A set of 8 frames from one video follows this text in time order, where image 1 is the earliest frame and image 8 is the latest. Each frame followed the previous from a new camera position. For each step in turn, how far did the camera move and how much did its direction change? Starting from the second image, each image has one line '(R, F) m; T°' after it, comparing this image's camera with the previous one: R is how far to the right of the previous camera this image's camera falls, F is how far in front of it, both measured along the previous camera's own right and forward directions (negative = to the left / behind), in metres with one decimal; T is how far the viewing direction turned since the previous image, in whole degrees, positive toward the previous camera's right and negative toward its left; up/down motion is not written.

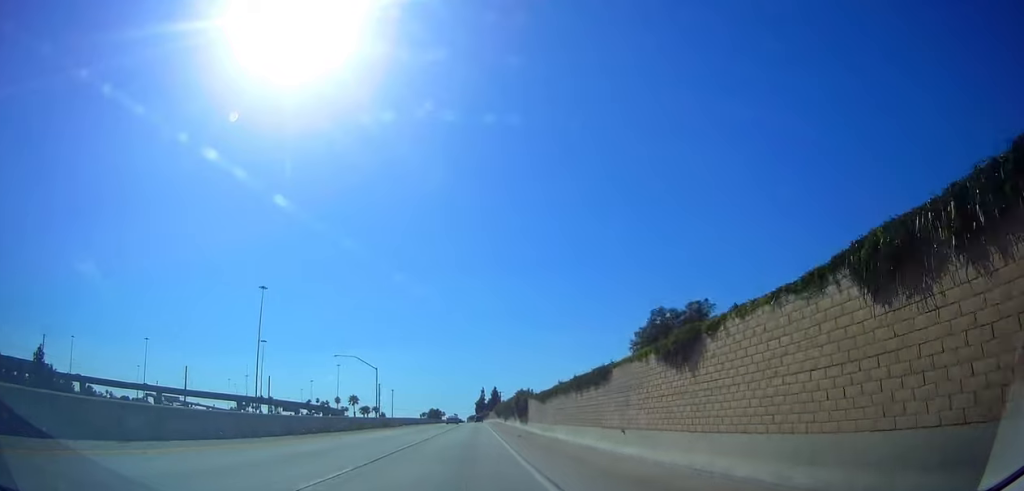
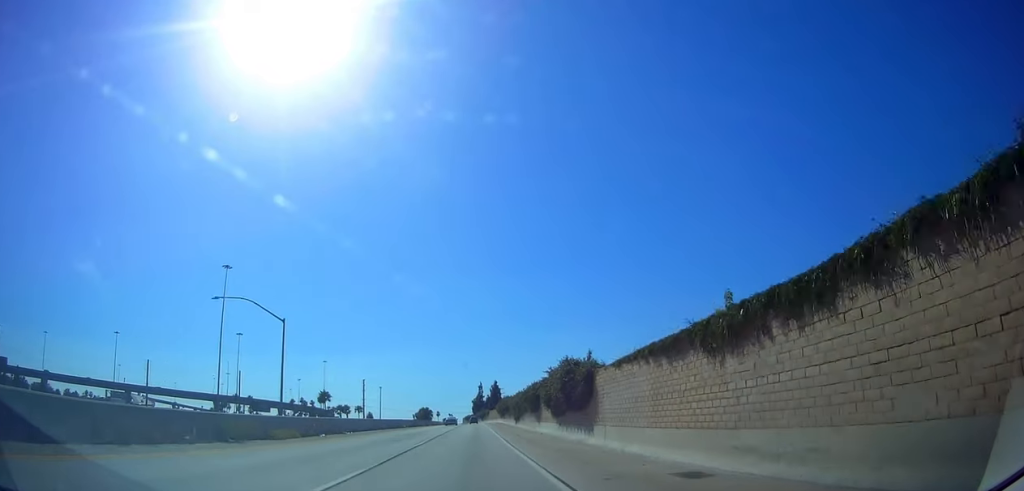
(+0.3, +29.6) m; +2°
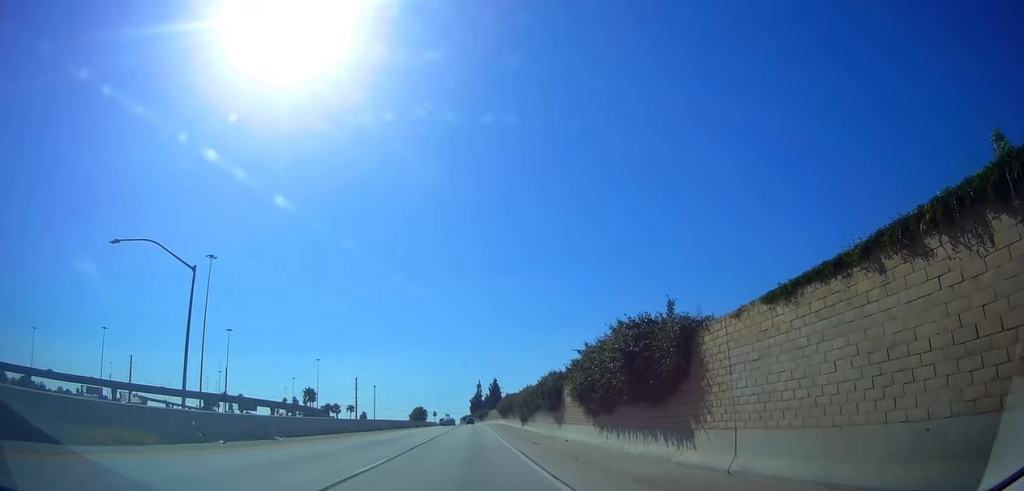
(+0.1, +11.0) m; 0°
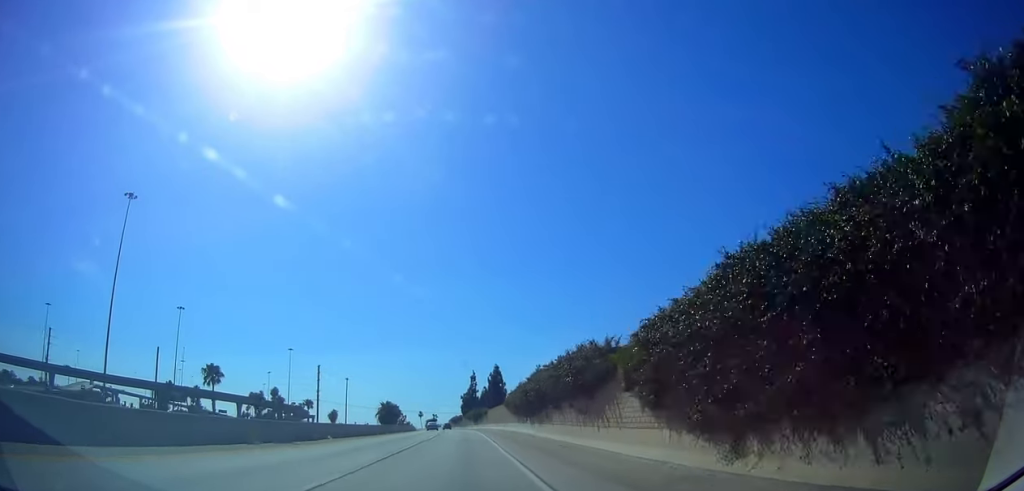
(-0.1, +45.6) m; 0°
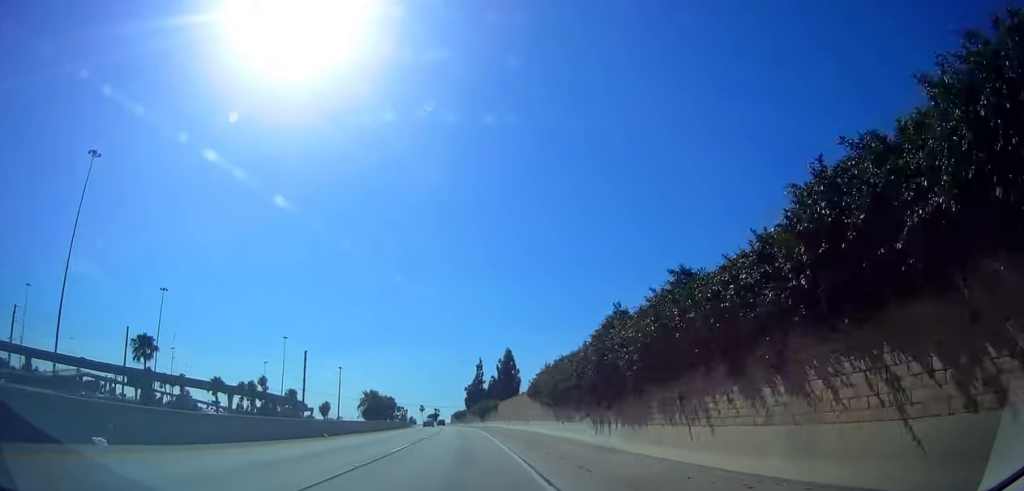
(+0.3, +20.1) m; 0°
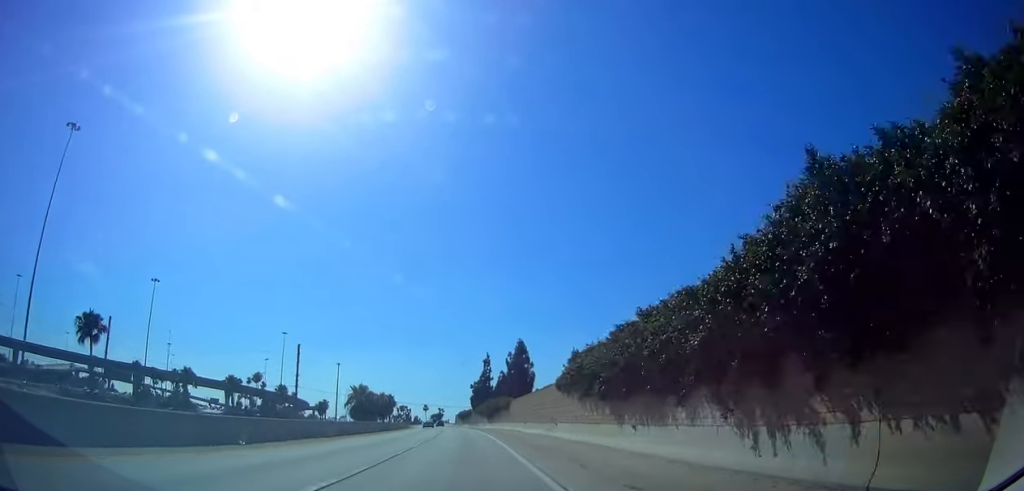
(0.0, +11.7) m; 0°
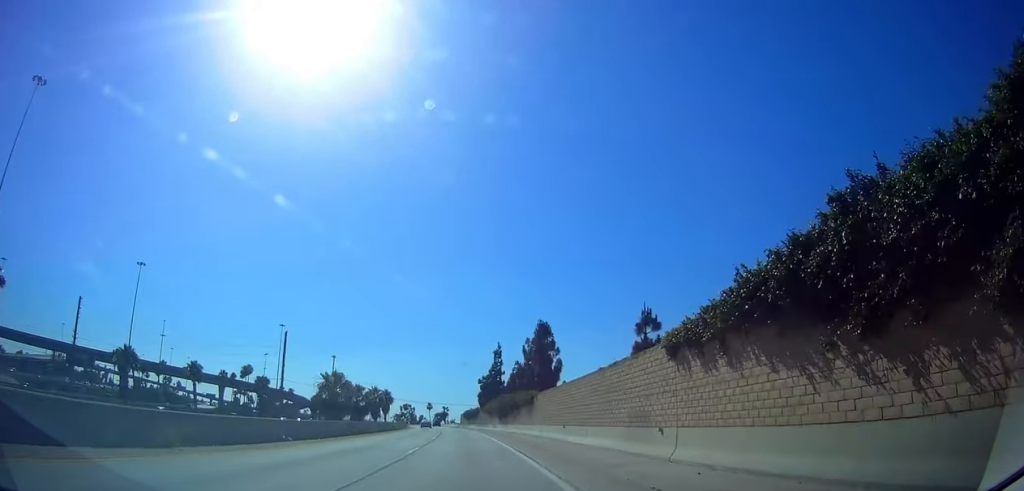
(-0.2, +16.7) m; -1°
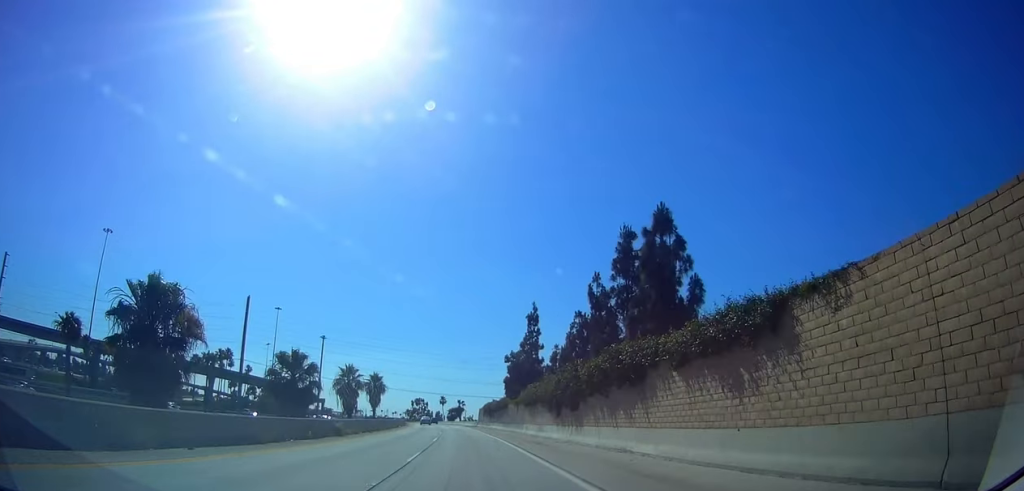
(-0.2, +33.0) m; -1°
